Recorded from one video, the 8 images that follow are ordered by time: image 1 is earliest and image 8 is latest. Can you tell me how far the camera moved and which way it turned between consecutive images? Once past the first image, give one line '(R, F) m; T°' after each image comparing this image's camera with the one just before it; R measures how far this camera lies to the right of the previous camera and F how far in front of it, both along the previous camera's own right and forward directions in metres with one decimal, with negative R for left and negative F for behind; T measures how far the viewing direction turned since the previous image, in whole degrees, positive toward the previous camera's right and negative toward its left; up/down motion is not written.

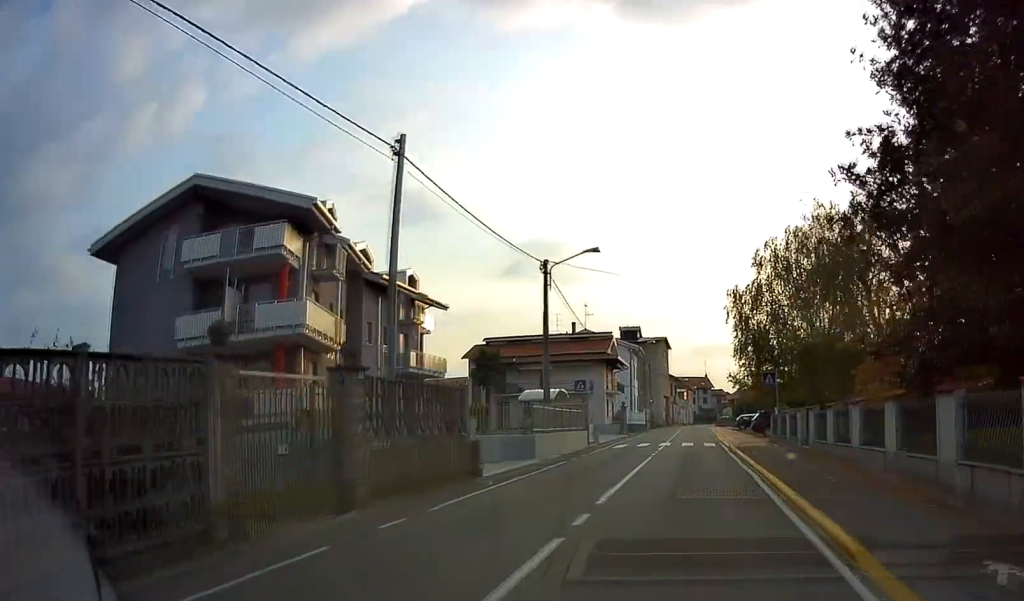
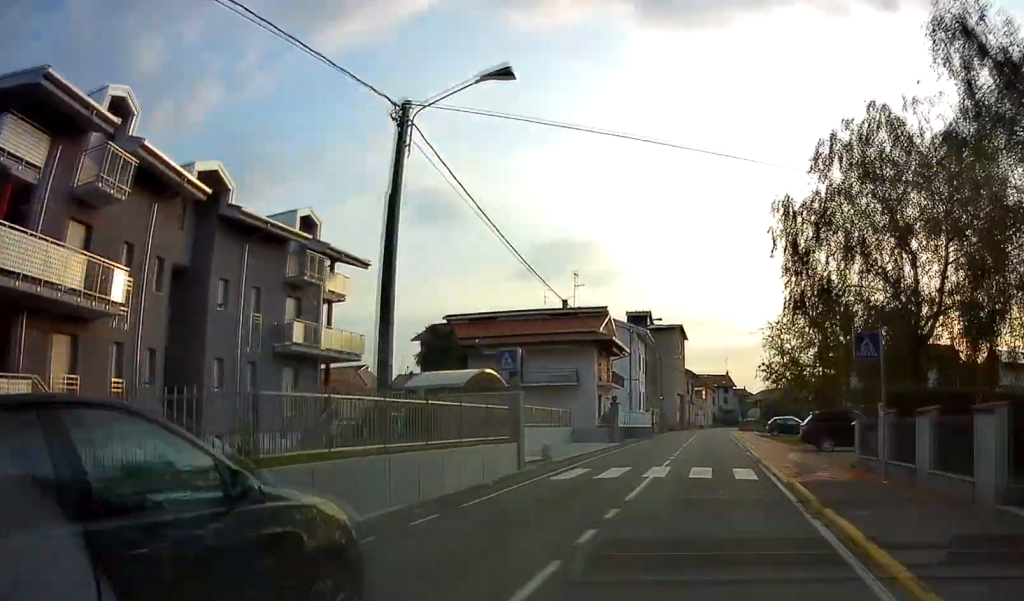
(+0.5, +16.0) m; 0°
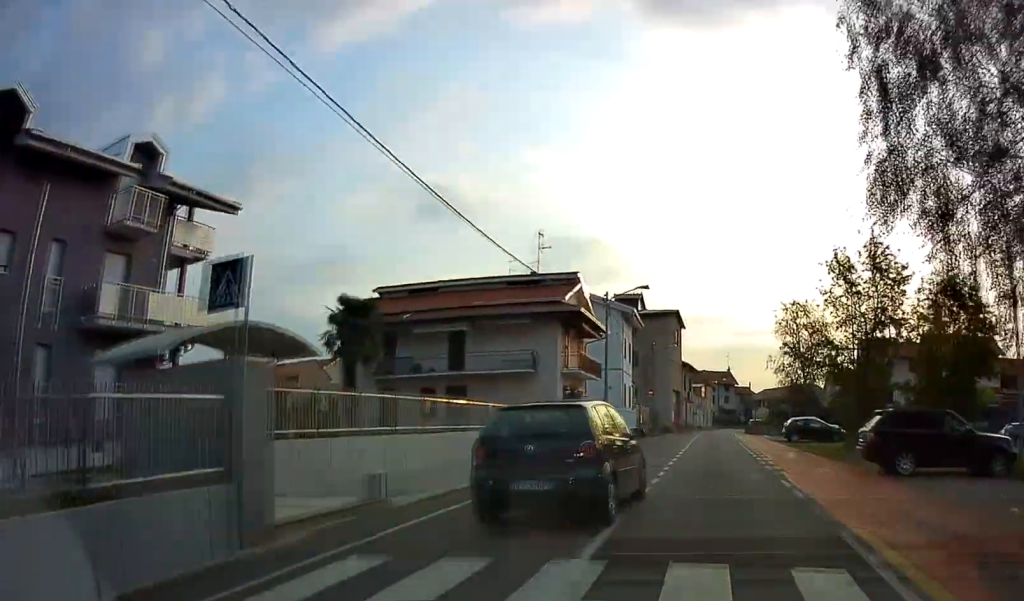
(-0.4, +12.1) m; 0°
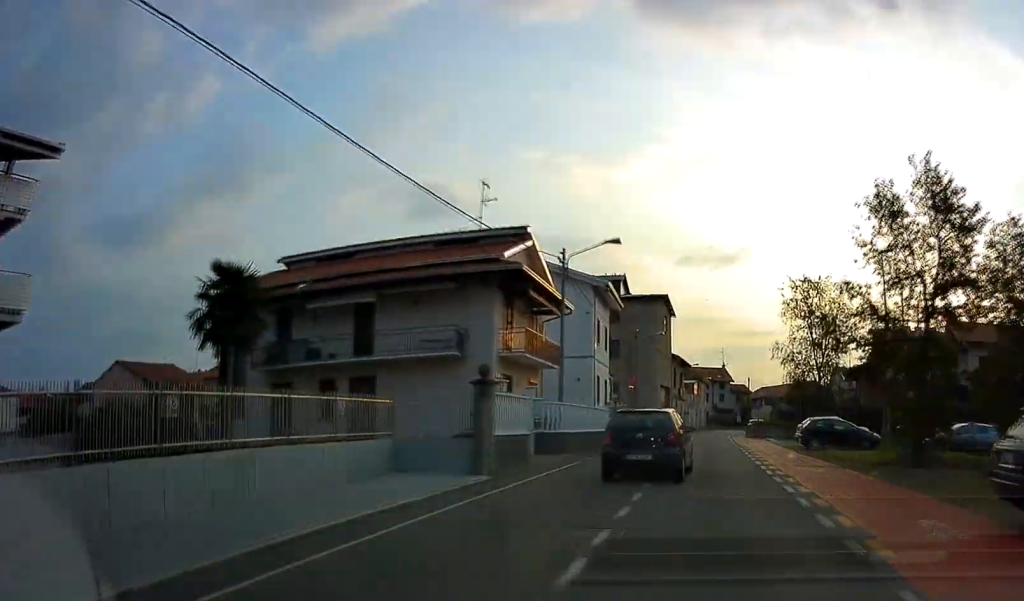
(+0.2, +10.0) m; 0°
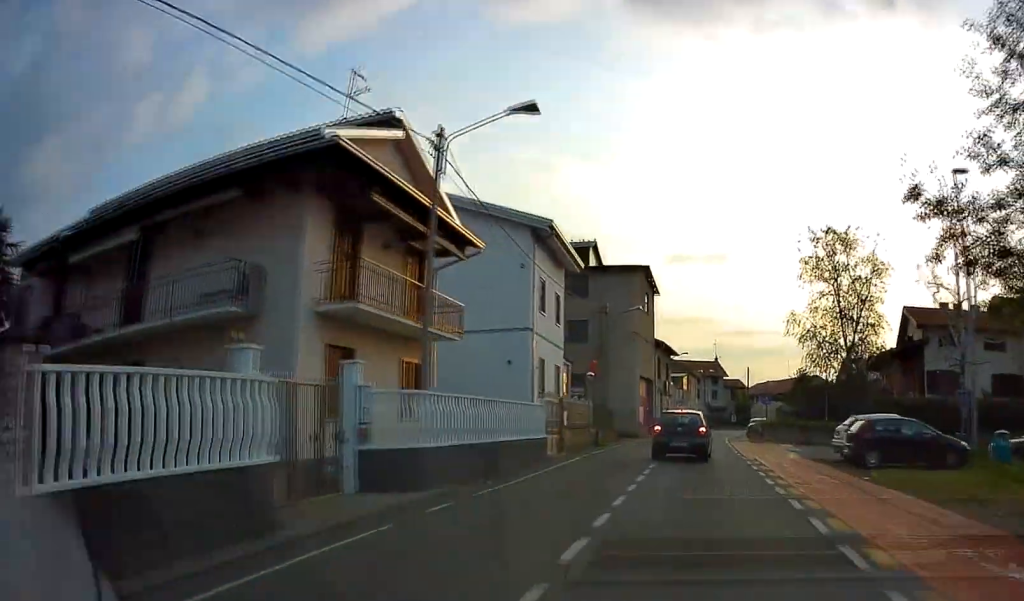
(-0.1, +12.7) m; -2°
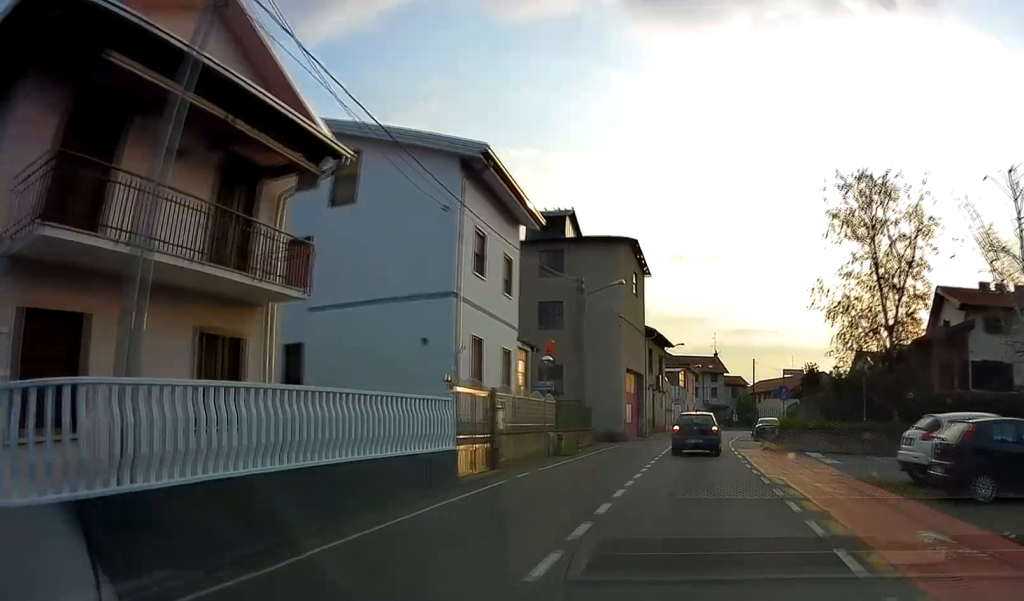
(-0.2, +8.3) m; 0°
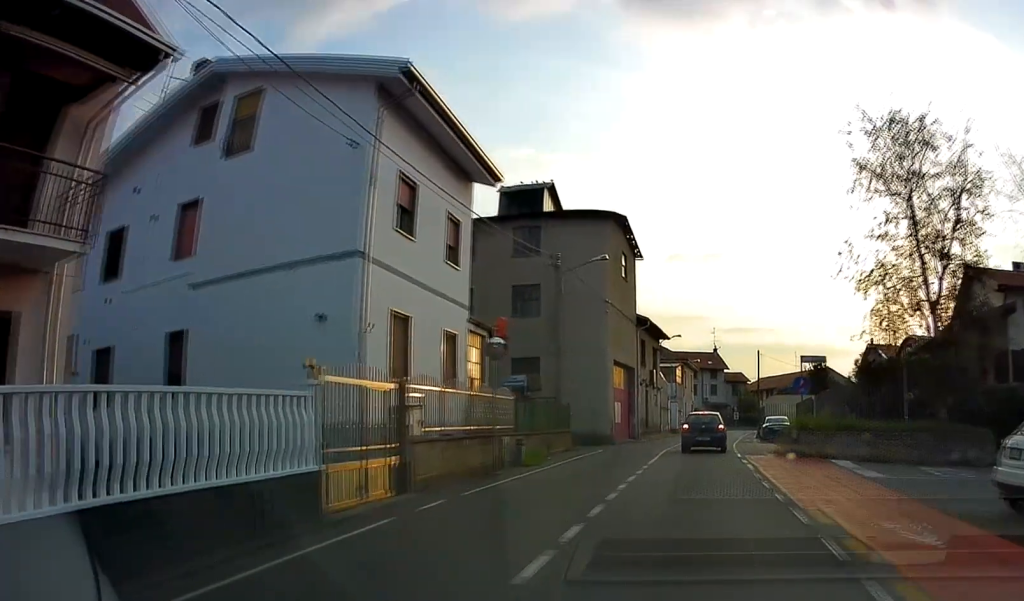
(-0.1, +5.5) m; +1°
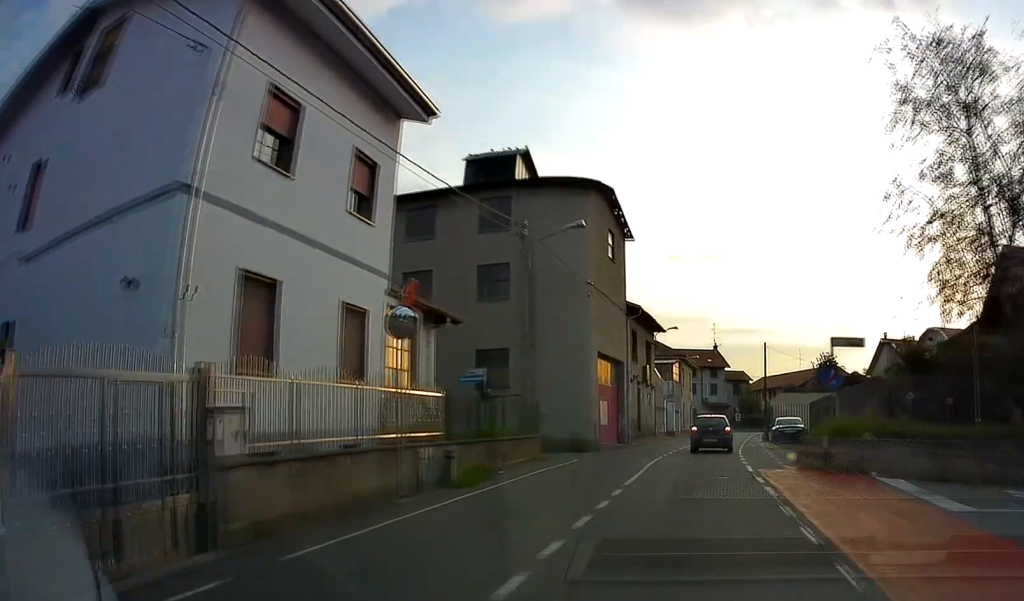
(+0.1, +5.5) m; +2°
